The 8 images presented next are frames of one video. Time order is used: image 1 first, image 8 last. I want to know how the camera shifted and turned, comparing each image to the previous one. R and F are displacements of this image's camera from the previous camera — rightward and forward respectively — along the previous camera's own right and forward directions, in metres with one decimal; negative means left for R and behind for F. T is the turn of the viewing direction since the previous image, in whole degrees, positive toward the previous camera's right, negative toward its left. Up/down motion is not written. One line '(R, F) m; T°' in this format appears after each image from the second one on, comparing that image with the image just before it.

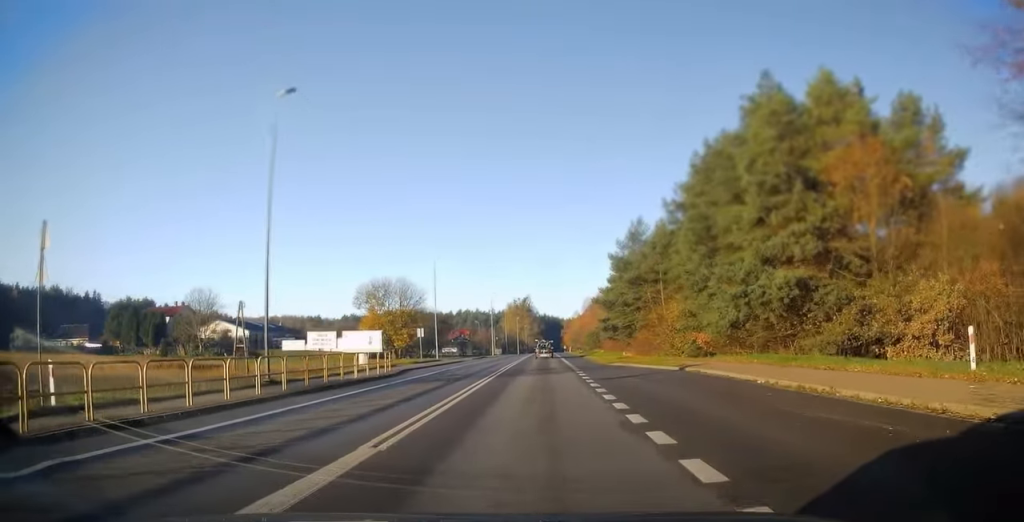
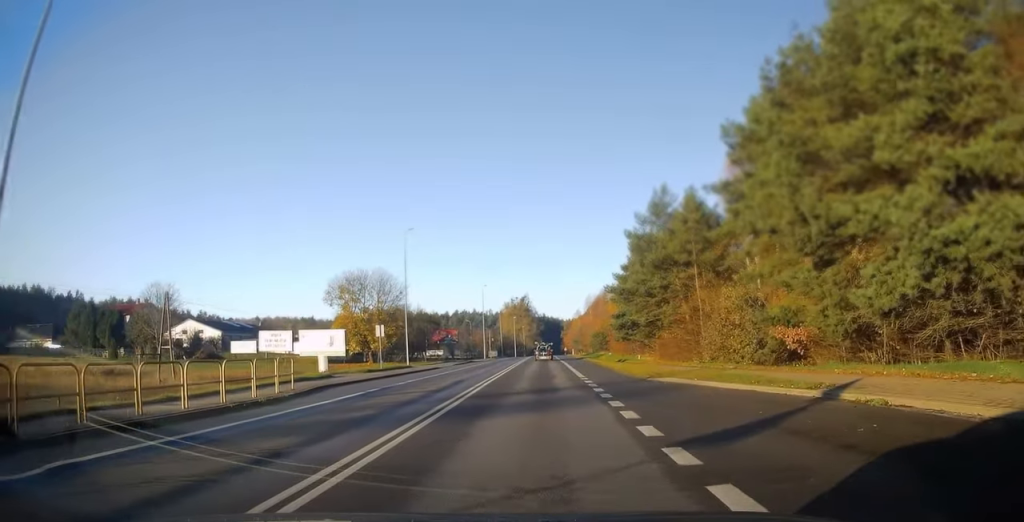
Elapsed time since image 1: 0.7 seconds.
(0.0, +13.7) m; 0°
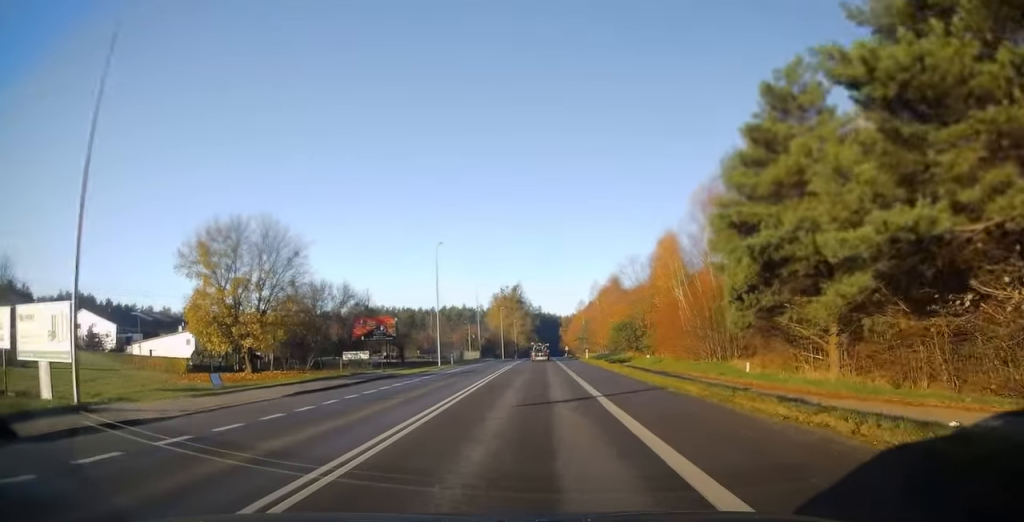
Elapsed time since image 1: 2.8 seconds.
(0.0, +38.1) m; 0°
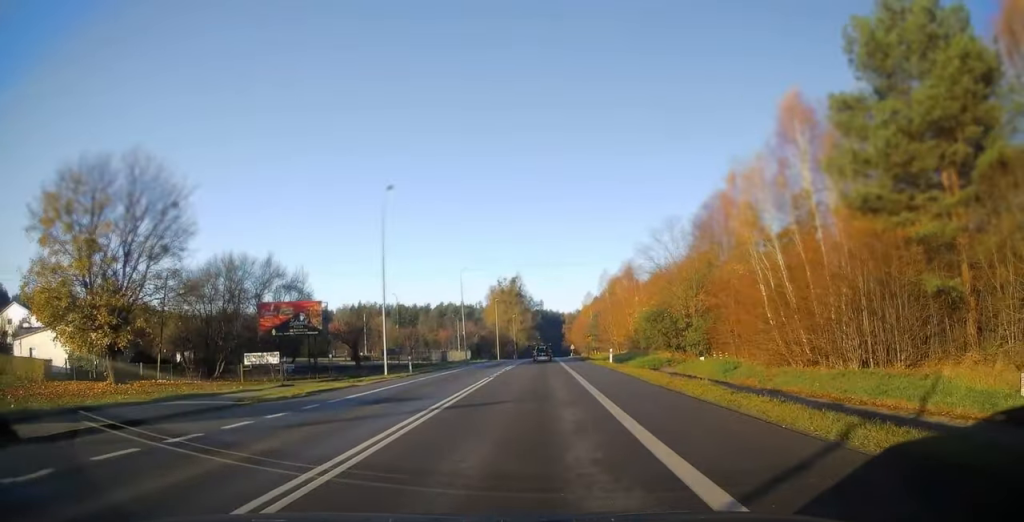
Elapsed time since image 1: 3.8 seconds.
(0.0, +19.7) m; 0°
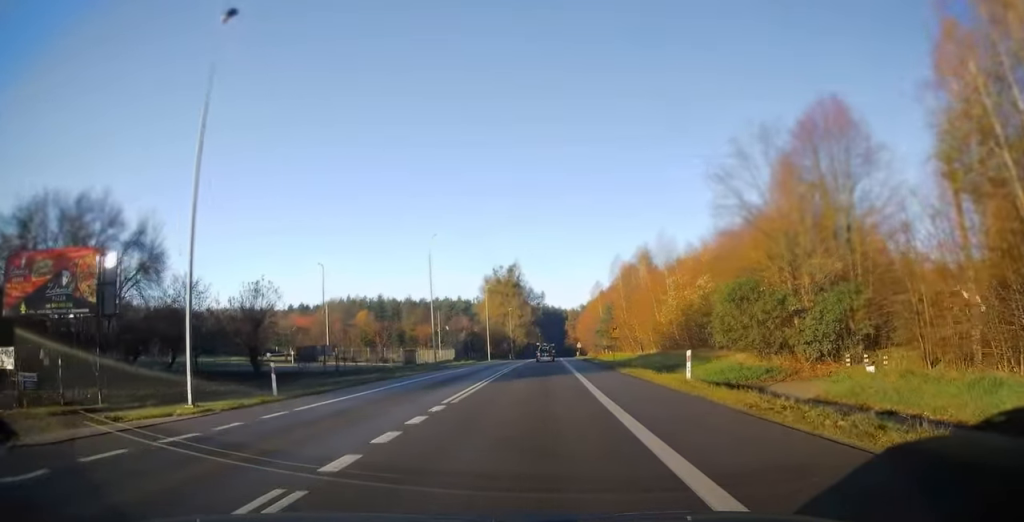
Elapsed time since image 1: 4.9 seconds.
(0.0, +21.2) m; 0°
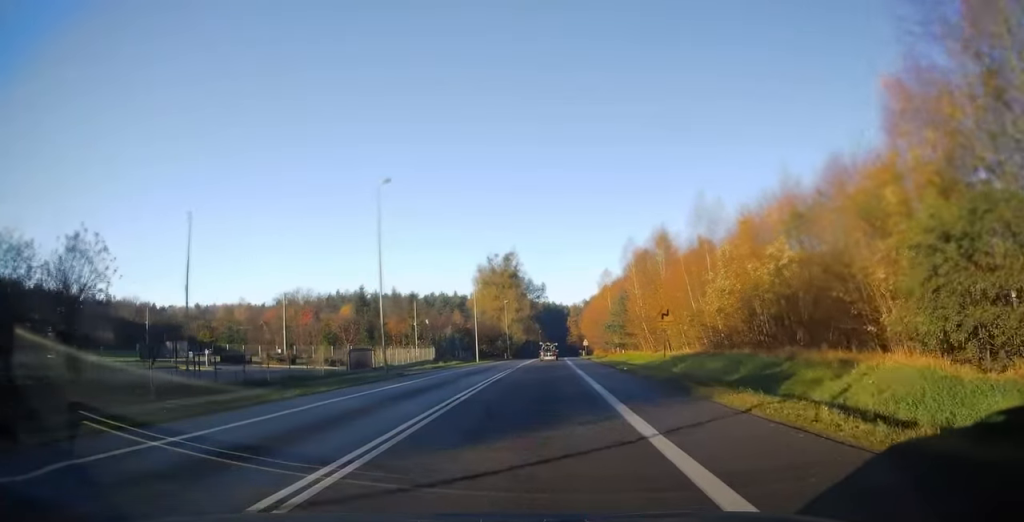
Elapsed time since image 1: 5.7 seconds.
(0.0, +16.5) m; 0°
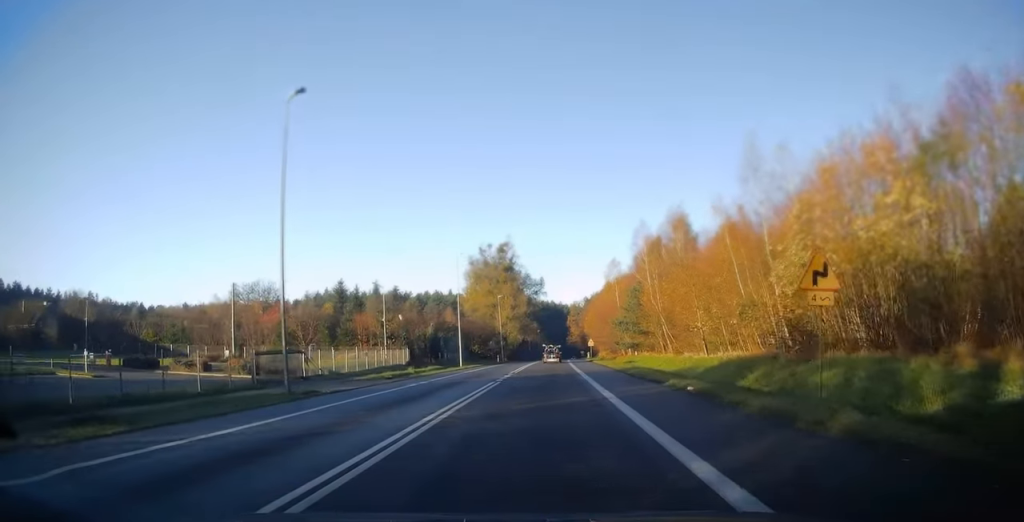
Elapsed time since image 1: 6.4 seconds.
(0.0, +13.6) m; 0°
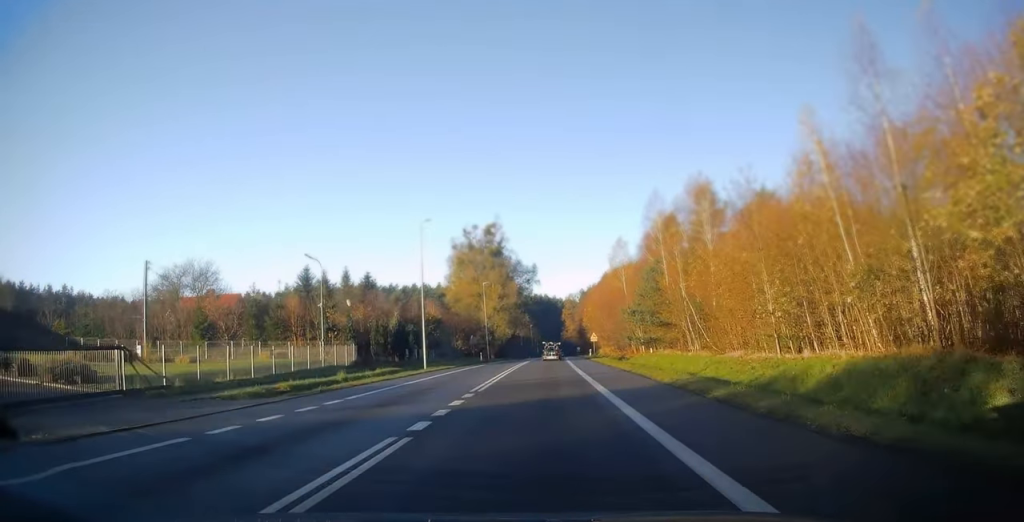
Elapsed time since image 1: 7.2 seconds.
(0.0, +15.4) m; 0°
